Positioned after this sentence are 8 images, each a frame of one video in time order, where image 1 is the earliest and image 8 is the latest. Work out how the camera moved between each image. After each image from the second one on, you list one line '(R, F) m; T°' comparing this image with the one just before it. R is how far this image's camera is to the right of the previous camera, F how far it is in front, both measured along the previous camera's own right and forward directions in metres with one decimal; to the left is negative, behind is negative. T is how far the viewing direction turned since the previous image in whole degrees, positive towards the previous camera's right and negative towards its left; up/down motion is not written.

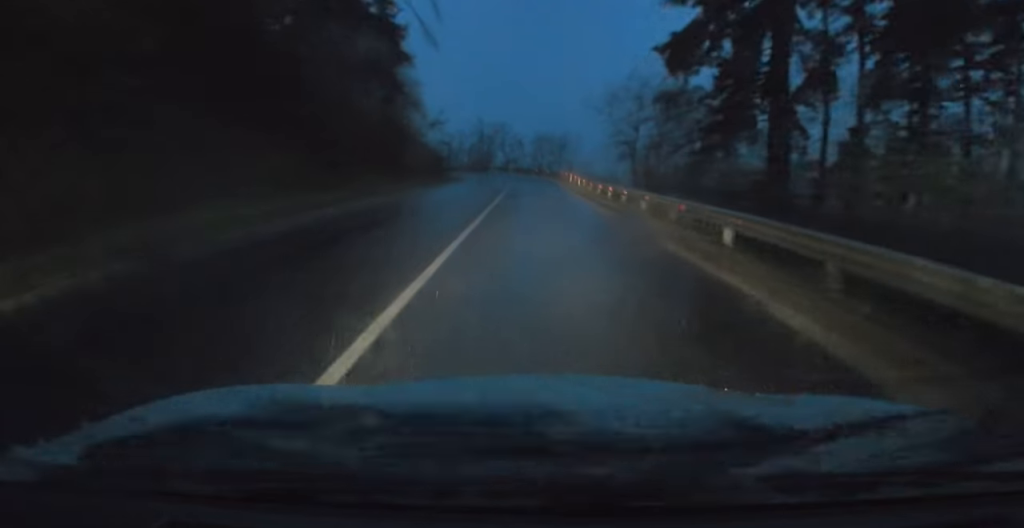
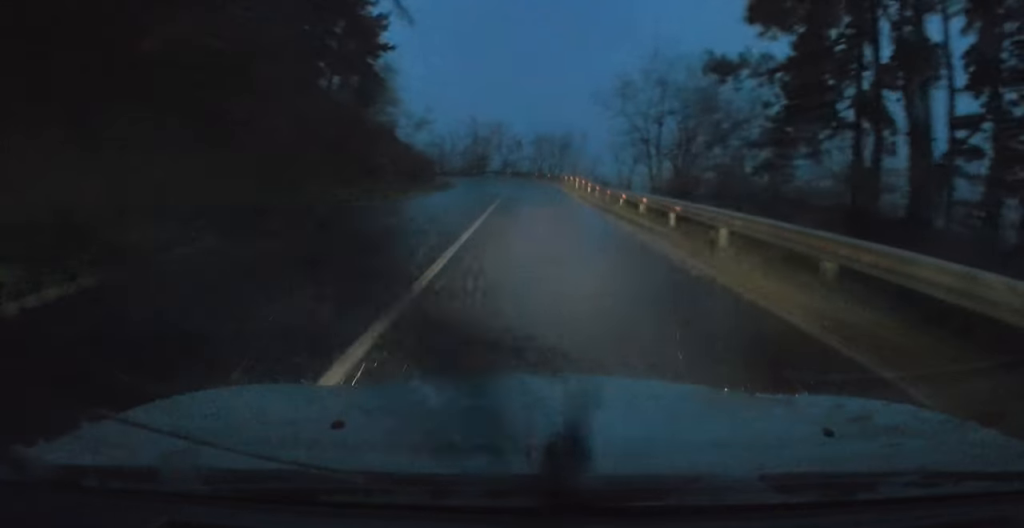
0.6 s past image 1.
(0.0, +7.9) m; 0°
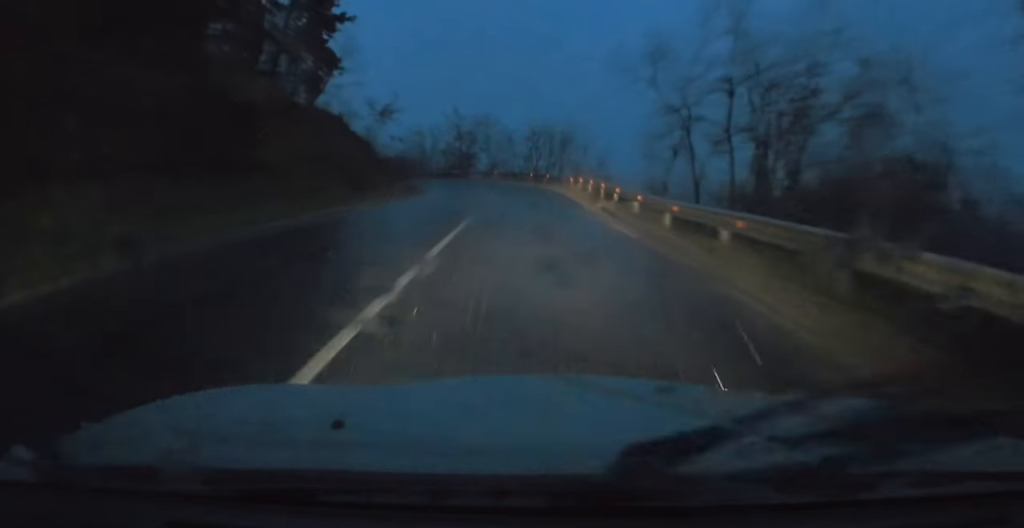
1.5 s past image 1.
(0.0, +12.4) m; -2°
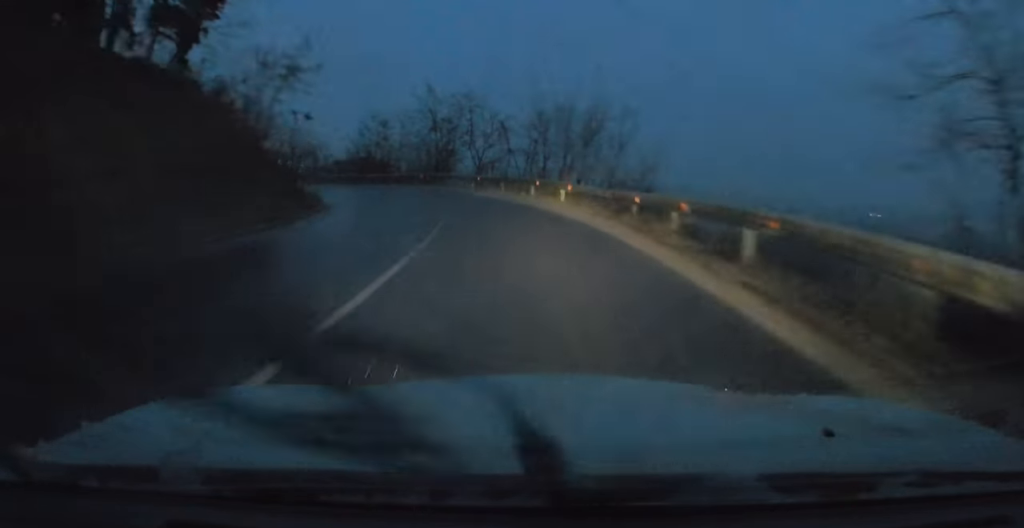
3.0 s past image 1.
(-1.0, +20.5) m; -9°
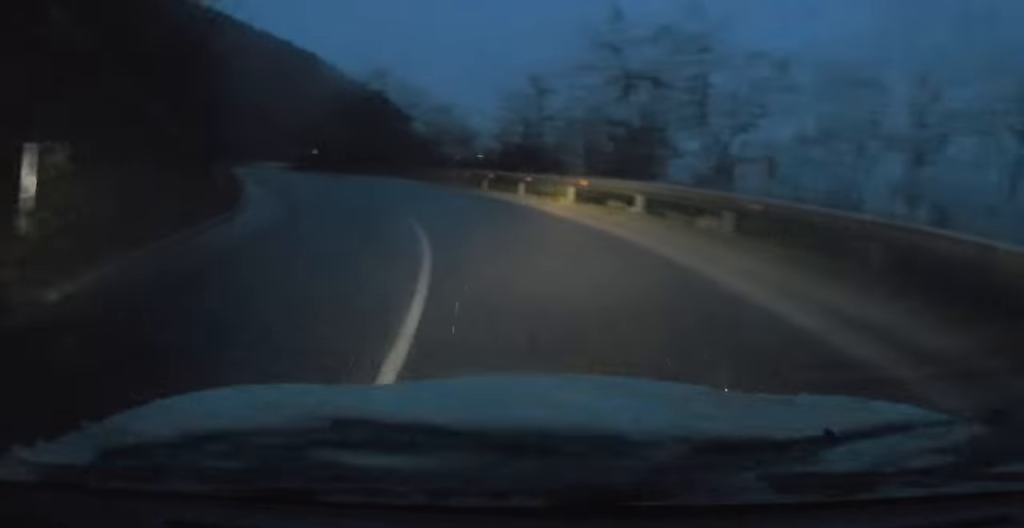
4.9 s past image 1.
(-5.4, +22.9) m; -25°
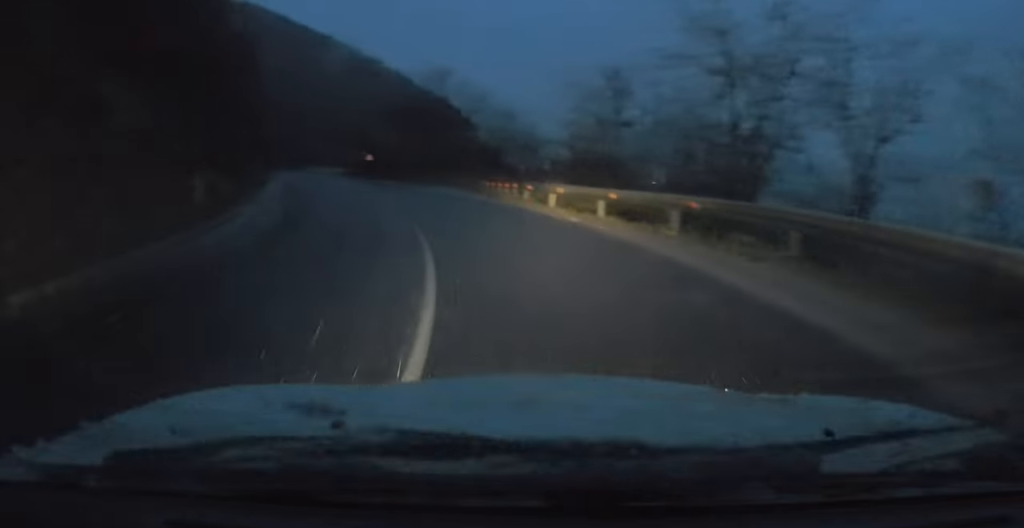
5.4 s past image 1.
(-0.3, +5.9) m; -3°
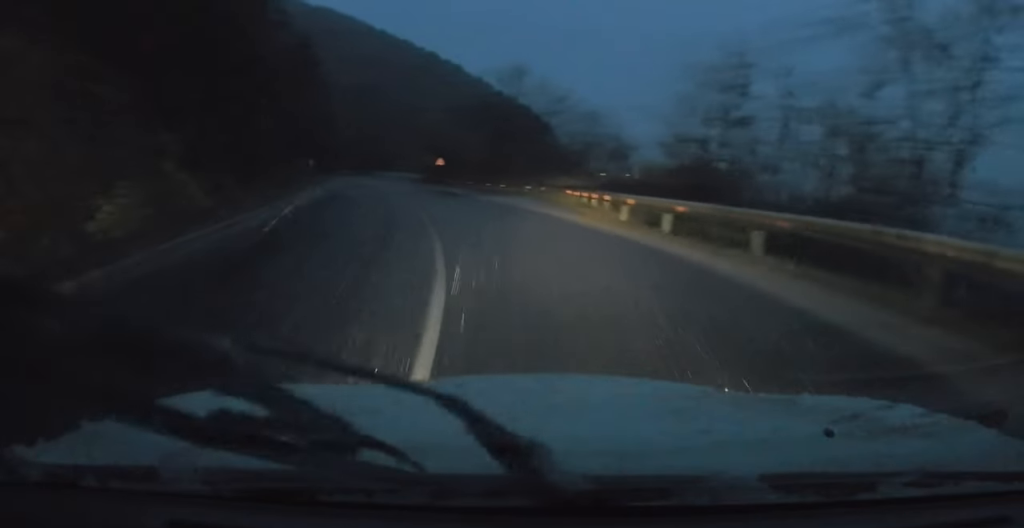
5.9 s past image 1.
(-0.2, +7.0) m; -3°
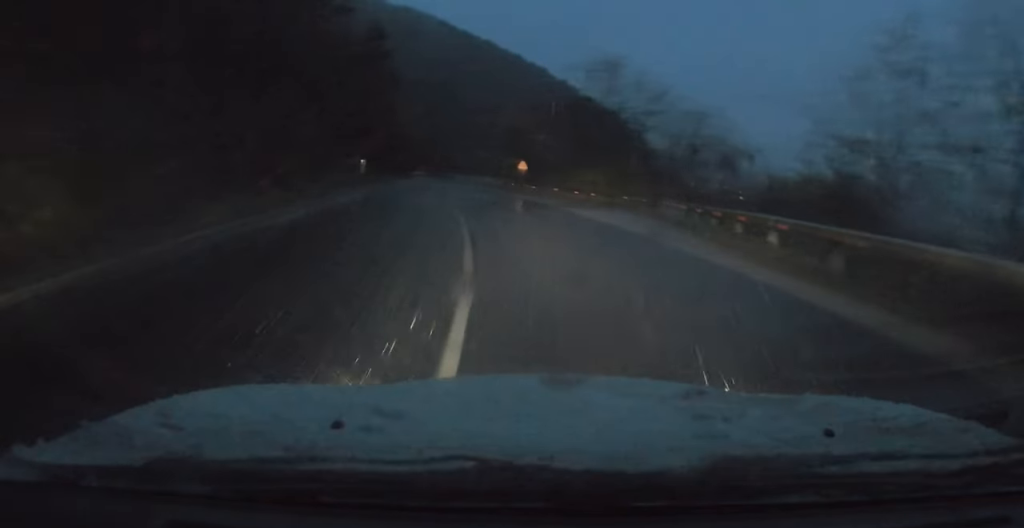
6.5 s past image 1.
(-0.3, +9.3) m; -3°
